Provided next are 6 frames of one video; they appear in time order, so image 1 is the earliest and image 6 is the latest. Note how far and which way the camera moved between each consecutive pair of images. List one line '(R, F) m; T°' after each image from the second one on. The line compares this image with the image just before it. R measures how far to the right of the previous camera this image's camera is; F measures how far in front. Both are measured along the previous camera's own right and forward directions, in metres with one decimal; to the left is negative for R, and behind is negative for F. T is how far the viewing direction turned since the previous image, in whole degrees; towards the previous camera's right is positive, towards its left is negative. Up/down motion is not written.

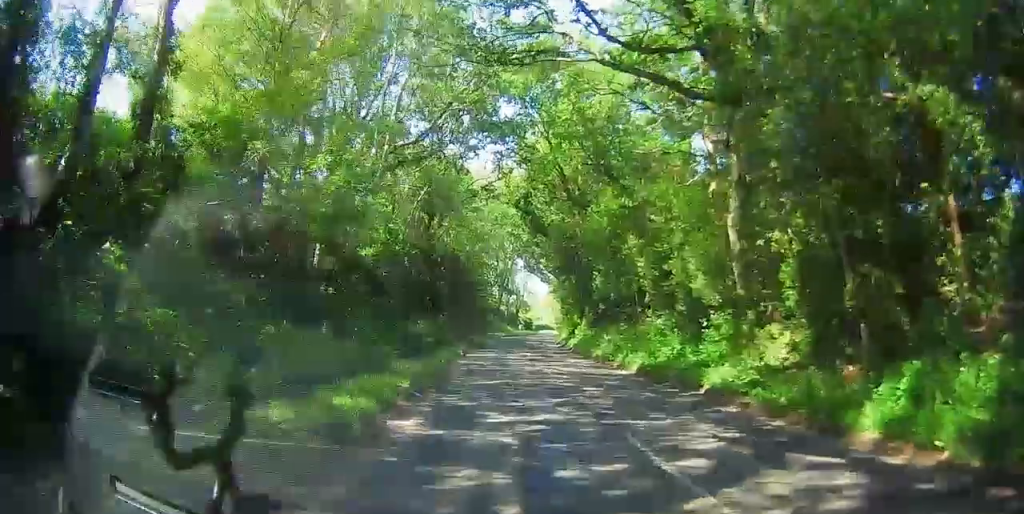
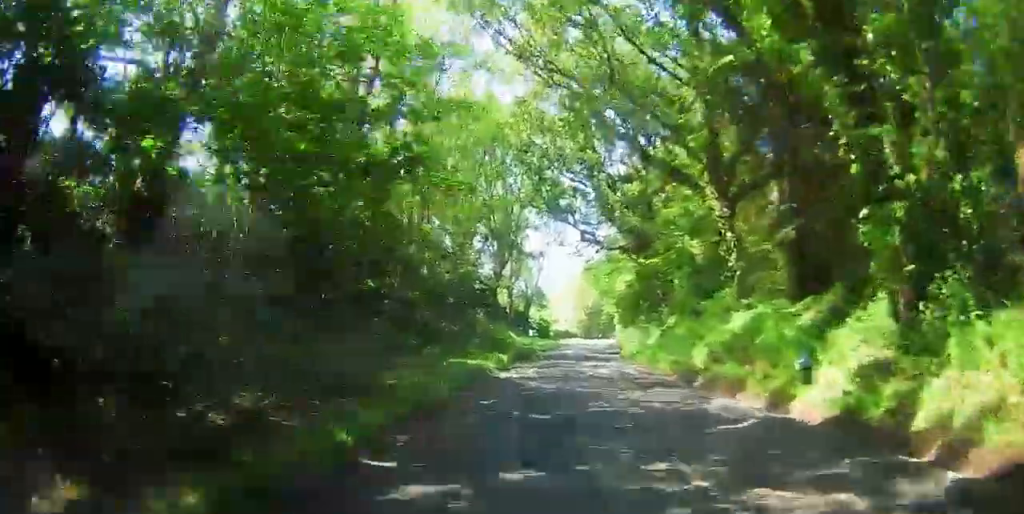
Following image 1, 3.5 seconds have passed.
(-0.1, +48.9) m; 0°
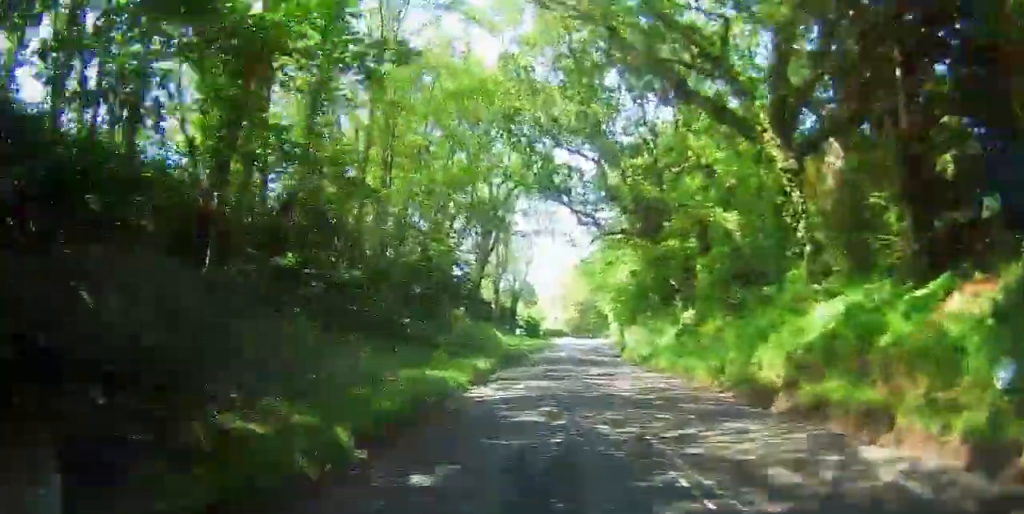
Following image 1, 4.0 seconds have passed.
(0.0, +6.3) m; 0°
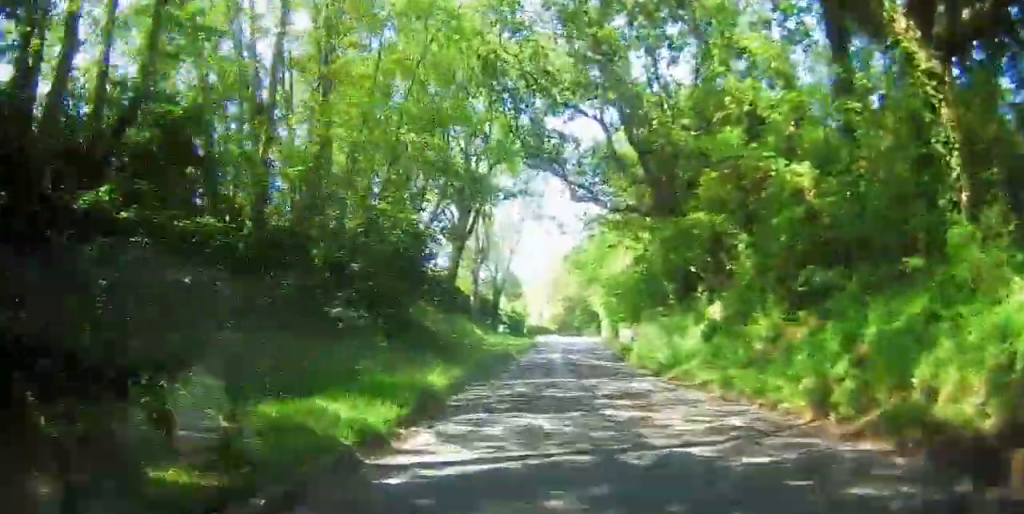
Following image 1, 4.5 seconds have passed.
(0.0, +6.7) m; 0°
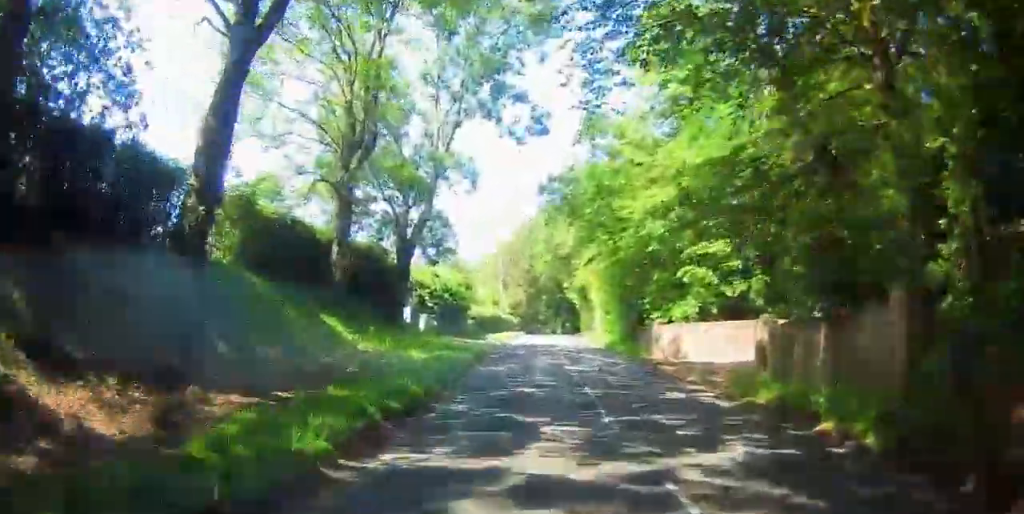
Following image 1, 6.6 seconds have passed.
(0.0, +27.5) m; +1°
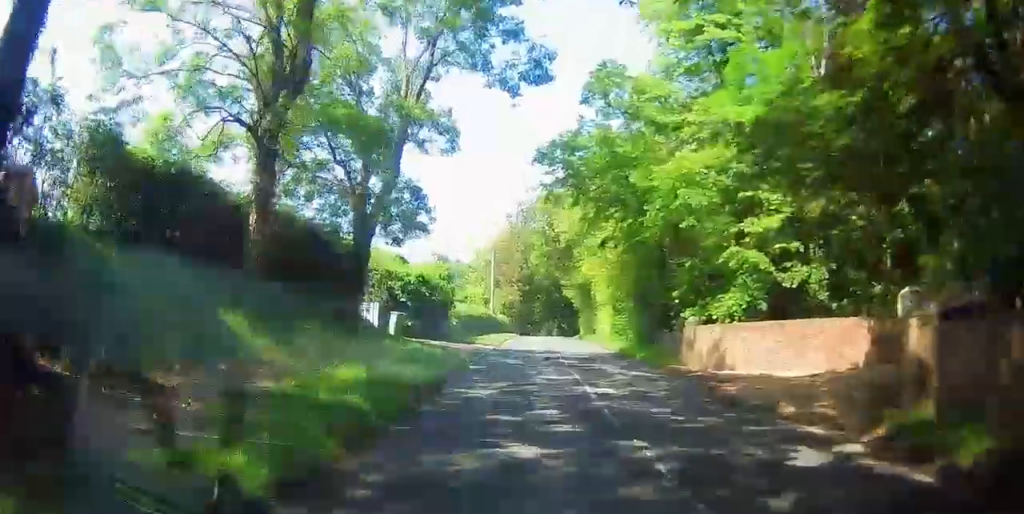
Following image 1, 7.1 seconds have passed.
(-0.2, +6.4) m; +2°
